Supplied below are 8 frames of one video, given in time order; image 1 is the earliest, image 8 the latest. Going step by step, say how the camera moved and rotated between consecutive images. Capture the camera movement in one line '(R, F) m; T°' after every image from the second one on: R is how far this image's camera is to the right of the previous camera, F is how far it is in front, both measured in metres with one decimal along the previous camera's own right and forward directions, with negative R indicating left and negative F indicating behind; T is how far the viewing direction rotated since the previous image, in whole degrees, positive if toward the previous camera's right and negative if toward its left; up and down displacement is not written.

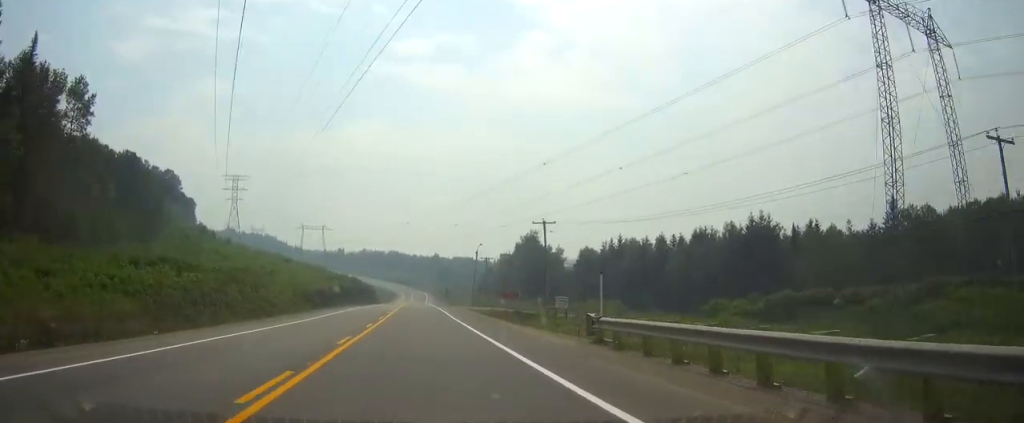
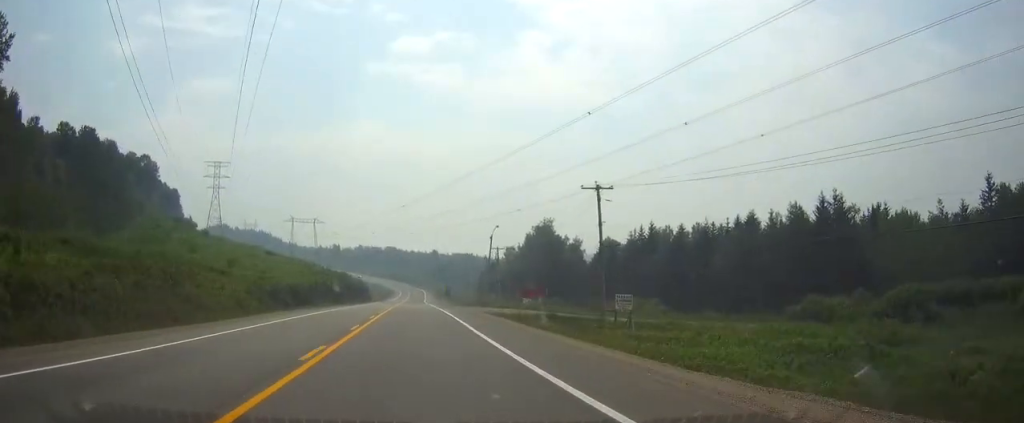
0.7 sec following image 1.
(0.0, +22.2) m; 0°
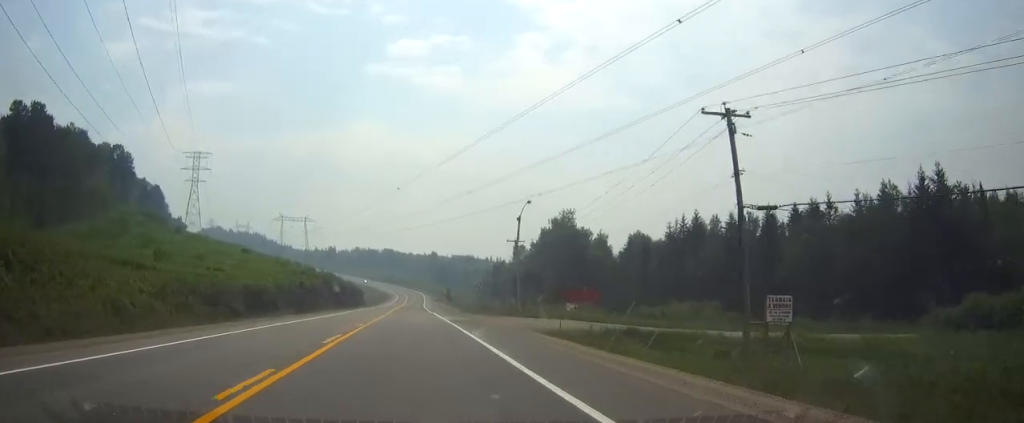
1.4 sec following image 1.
(0.0, +22.2) m; 0°
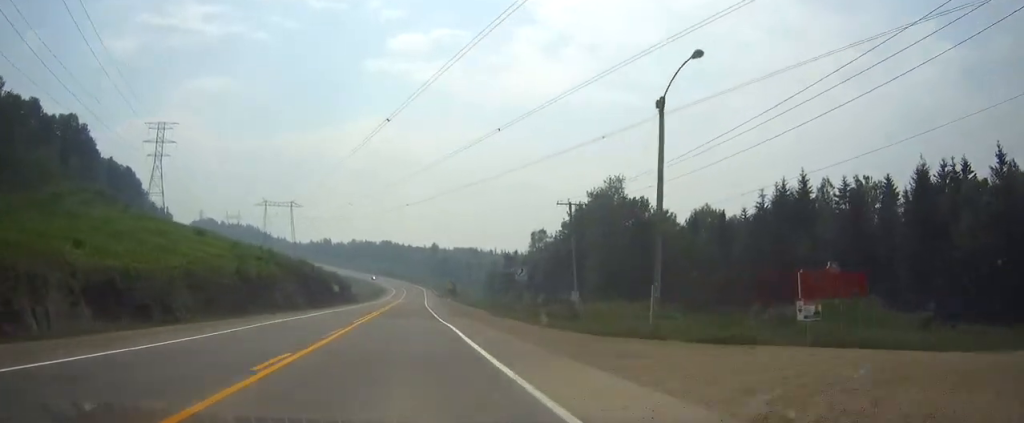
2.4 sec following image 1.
(+0.3, +32.8) m; +1°
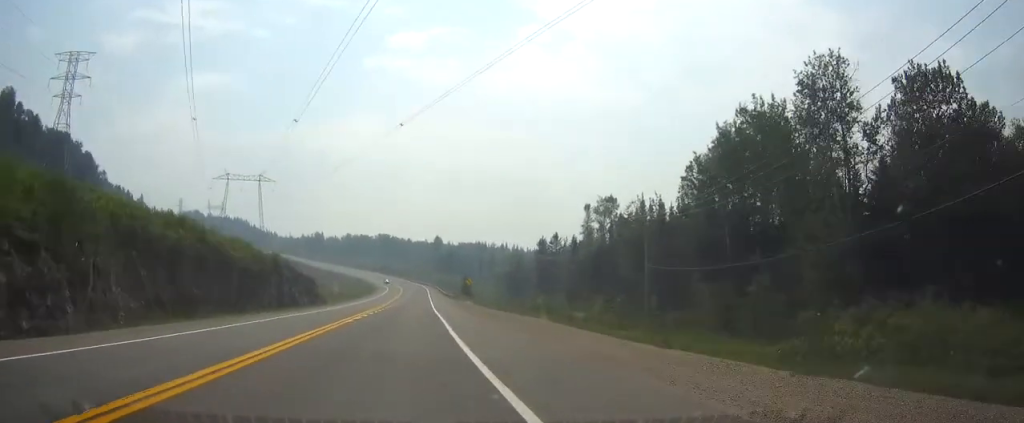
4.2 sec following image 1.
(0.0, +57.1) m; 0°
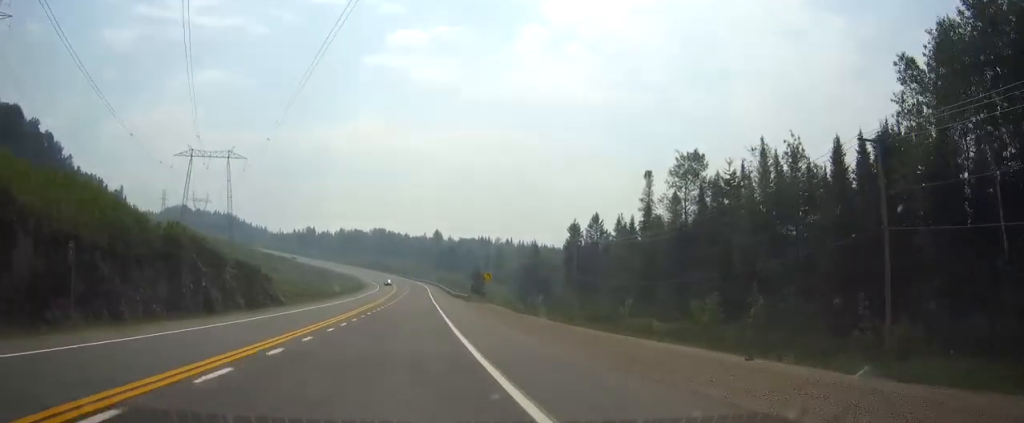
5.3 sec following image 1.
(0.0, +34.7) m; 0°
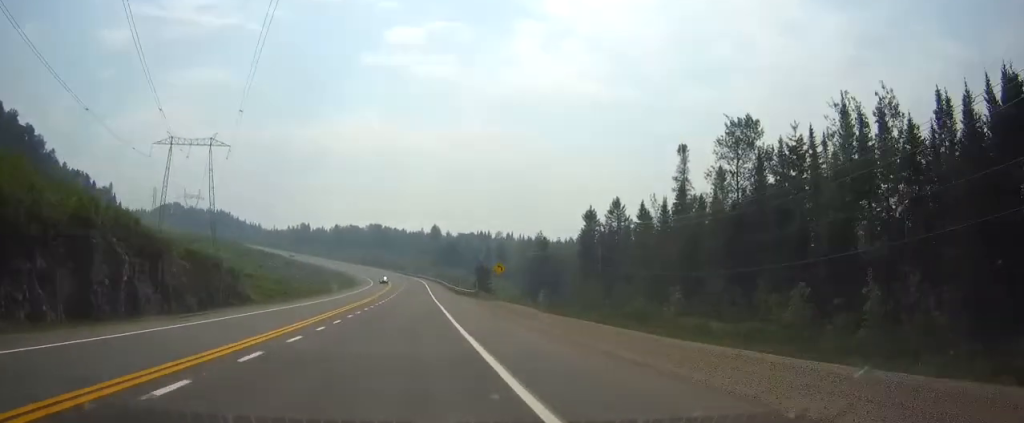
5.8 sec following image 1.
(0.0, +13.7) m; 0°
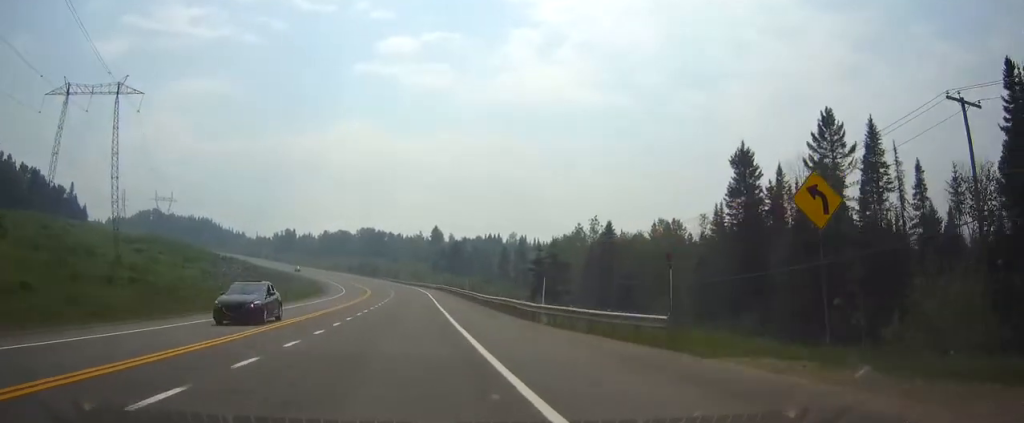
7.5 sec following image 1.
(+0.2, +55.5) m; -1°
